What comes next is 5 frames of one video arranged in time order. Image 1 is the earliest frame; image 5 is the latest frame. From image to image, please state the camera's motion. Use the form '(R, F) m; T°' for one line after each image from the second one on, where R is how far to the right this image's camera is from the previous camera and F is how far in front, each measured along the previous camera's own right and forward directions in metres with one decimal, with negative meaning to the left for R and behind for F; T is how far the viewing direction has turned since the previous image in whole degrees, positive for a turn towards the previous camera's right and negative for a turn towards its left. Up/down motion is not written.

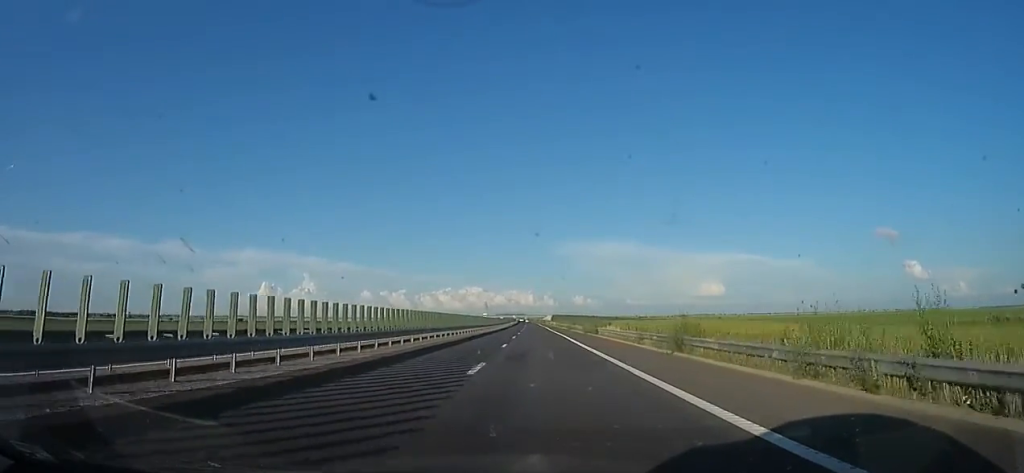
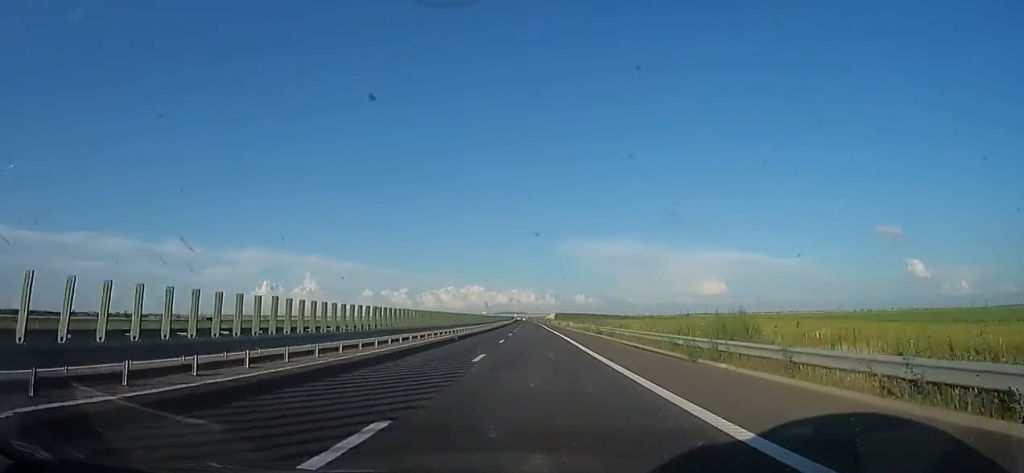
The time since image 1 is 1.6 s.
(0.0, +56.8) m; 0°
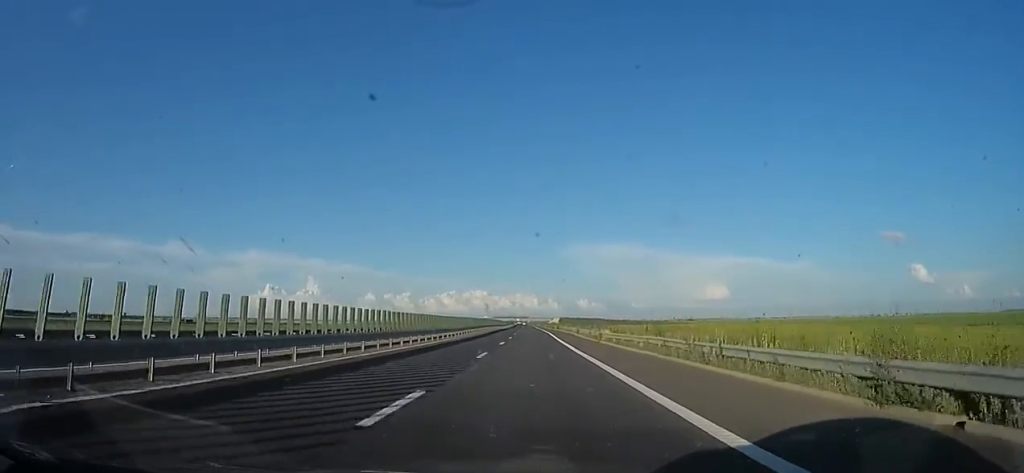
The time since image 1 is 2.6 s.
(0.0, +33.1) m; -1°
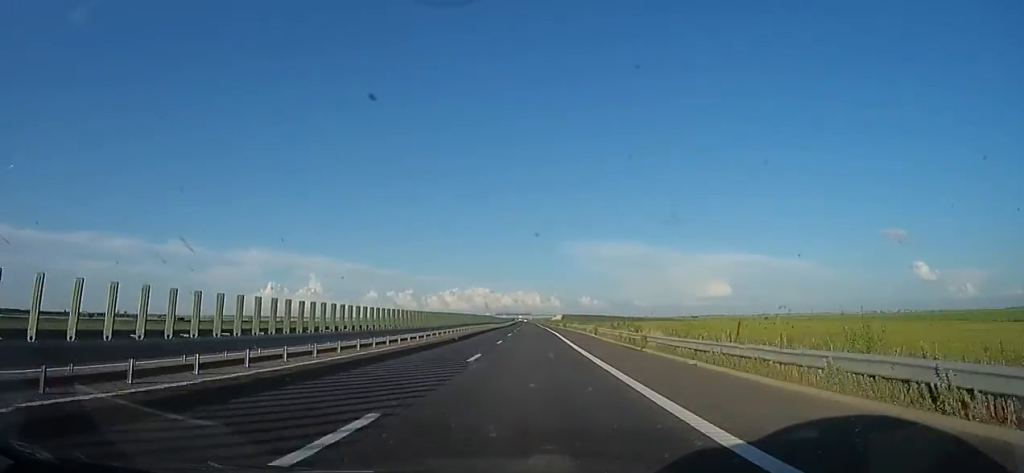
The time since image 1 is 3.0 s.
(+0.1, +14.5) m; -1°
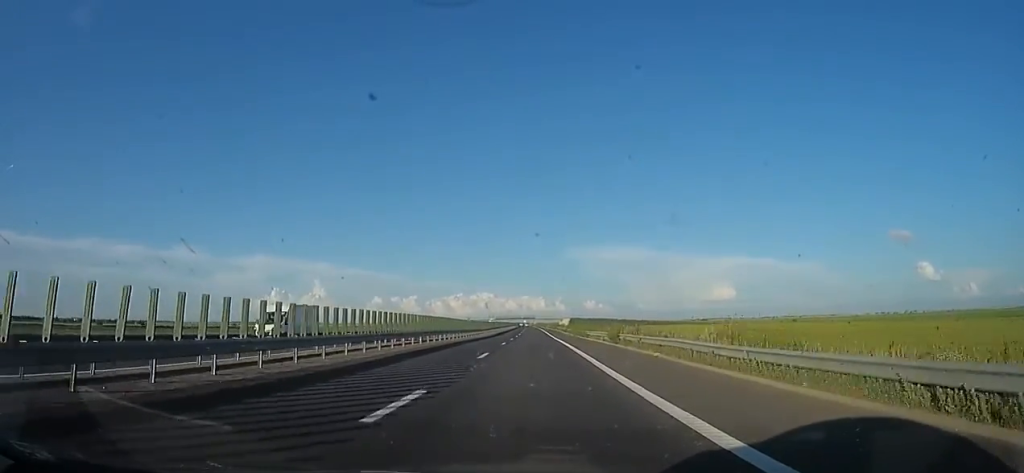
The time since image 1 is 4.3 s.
(-1.5, +45.8) m; 0°
